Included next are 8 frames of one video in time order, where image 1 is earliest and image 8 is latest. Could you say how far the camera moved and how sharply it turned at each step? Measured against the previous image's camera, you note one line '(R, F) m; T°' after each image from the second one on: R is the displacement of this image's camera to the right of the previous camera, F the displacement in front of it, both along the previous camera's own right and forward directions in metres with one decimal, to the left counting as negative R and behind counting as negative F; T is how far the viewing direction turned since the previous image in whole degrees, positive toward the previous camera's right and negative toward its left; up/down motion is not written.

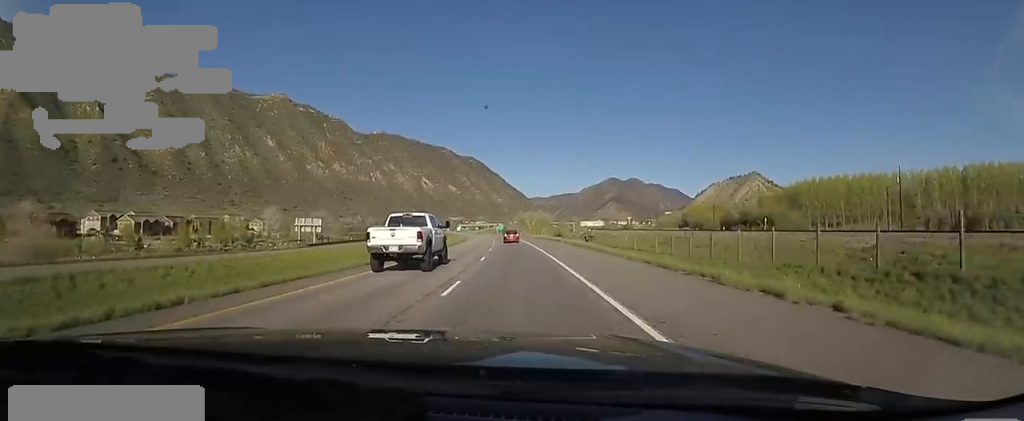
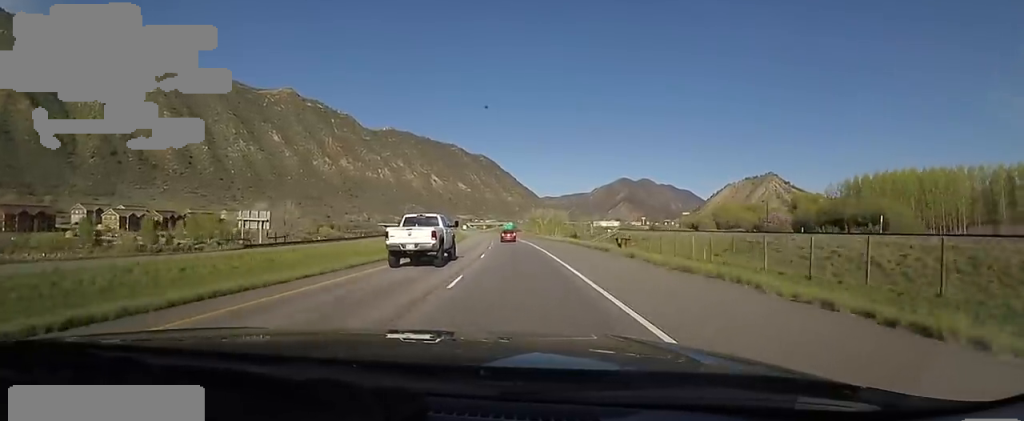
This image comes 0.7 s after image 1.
(0.0, +22.9) m; 0°
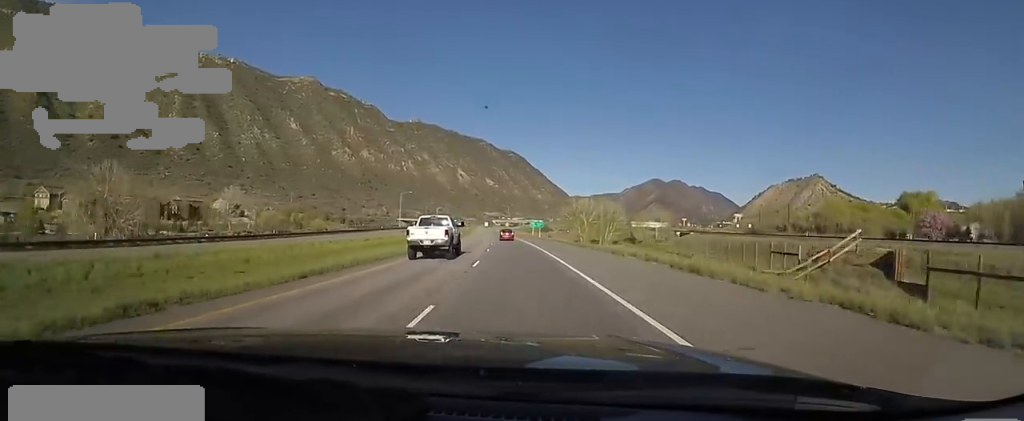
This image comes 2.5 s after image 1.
(-1.1, +54.5) m; -4°
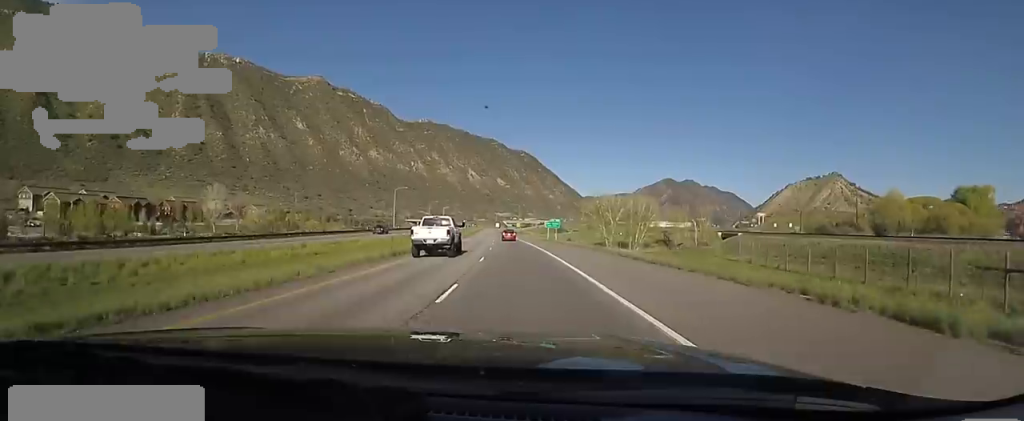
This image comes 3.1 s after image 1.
(-0.6, +21.2) m; -2°
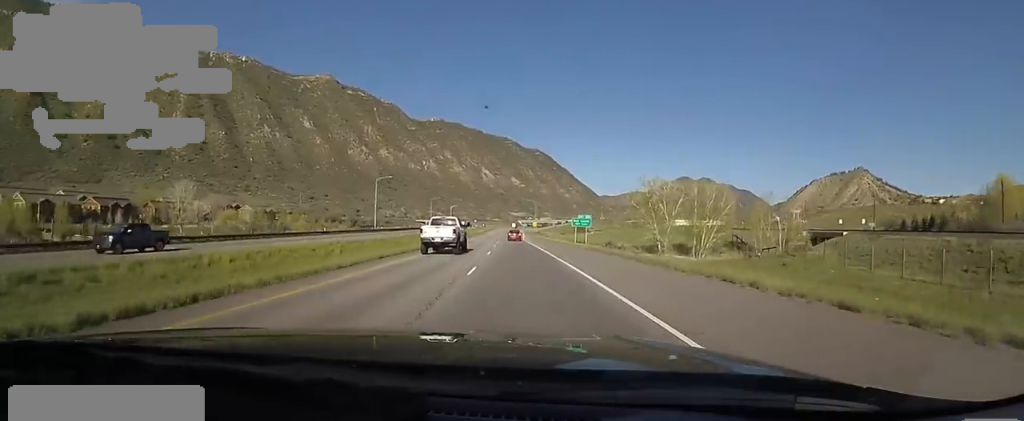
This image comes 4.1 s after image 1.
(-0.1, +30.6) m; 0°
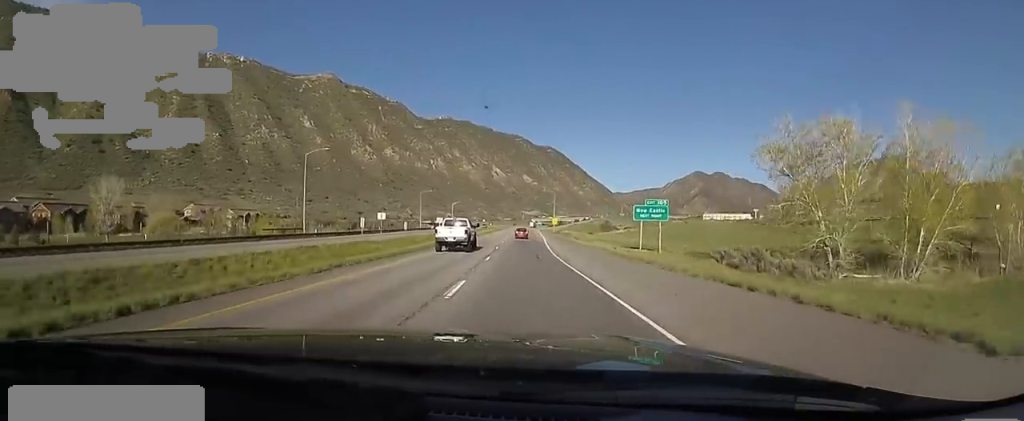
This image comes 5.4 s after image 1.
(-0.9, +40.8) m; -3°
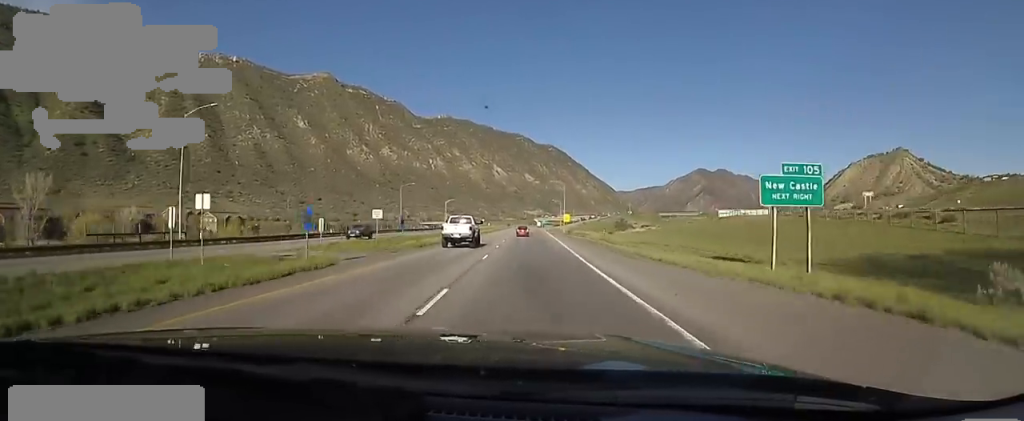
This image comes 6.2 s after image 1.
(-0.9, +26.1) m; 0°
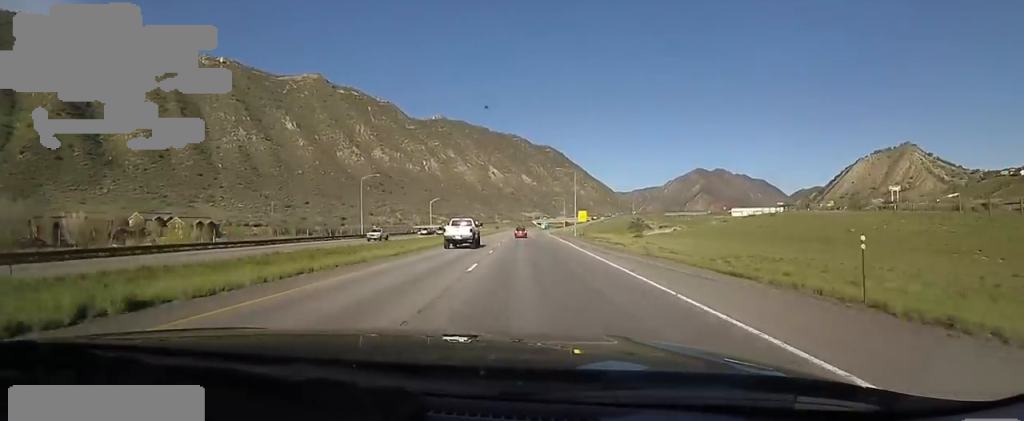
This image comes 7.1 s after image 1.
(+1.3, +28.2) m; 0°
